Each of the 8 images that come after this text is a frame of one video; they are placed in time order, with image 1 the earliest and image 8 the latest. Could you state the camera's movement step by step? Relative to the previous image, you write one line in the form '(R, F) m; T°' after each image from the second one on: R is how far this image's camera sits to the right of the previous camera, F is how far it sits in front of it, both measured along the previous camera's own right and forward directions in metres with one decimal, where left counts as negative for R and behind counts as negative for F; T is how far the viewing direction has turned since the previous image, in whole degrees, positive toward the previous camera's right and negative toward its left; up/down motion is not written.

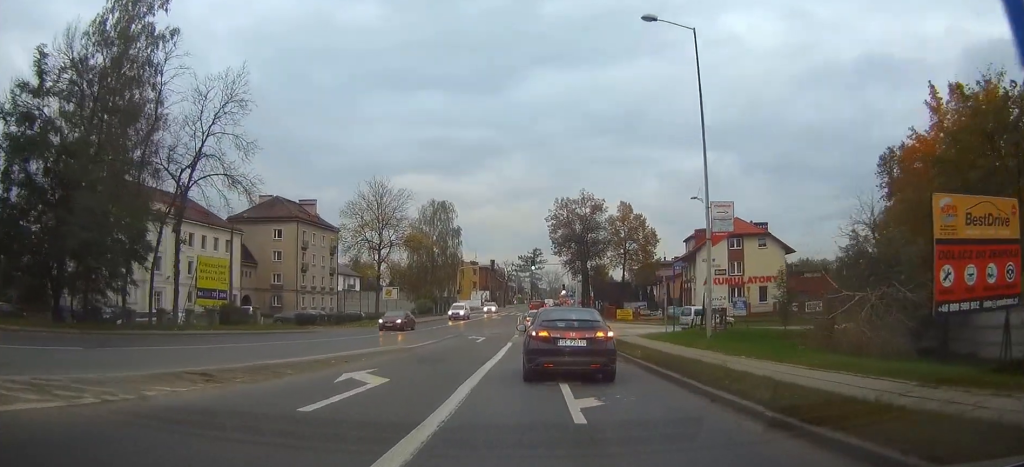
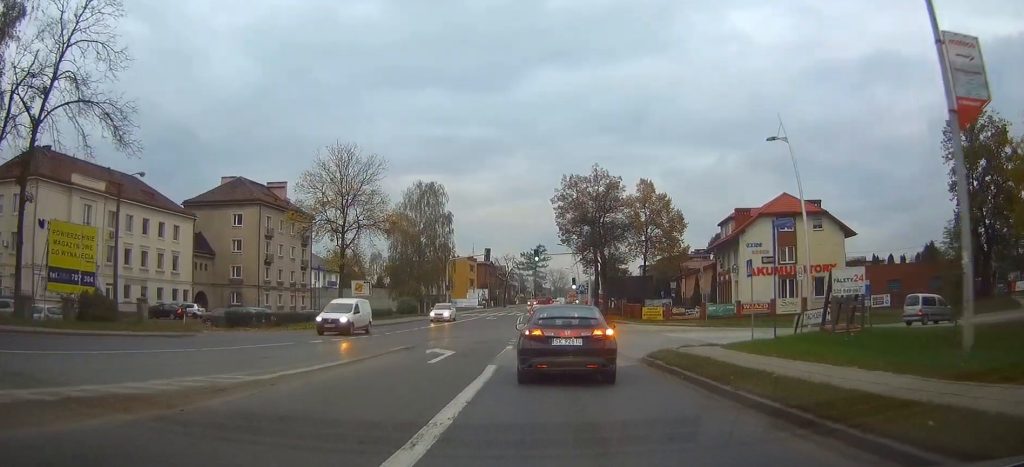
(-0.2, +15.2) m; 0°
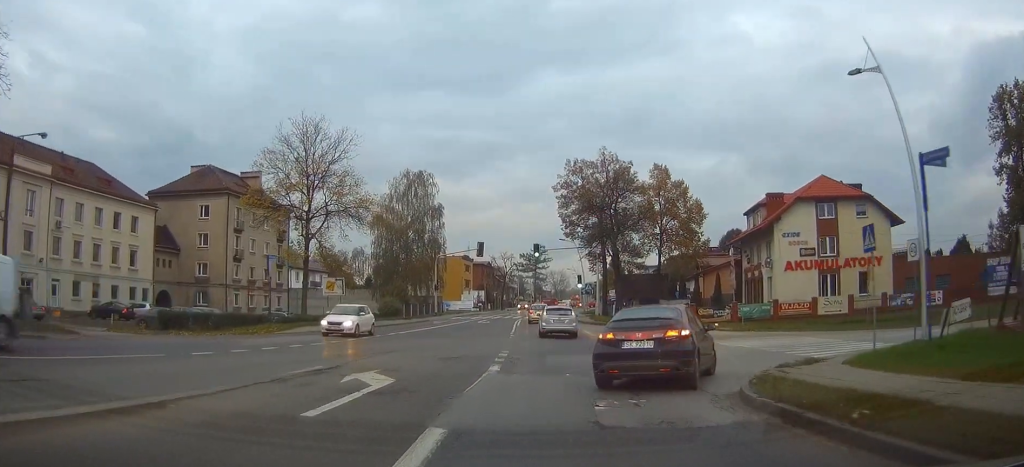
(+0.1, +9.4) m; 0°
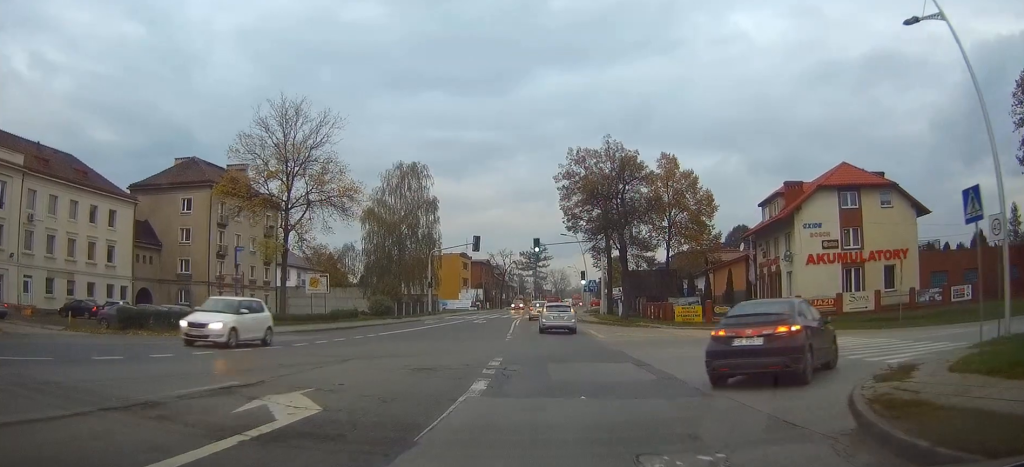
(0.0, +4.4) m; 0°
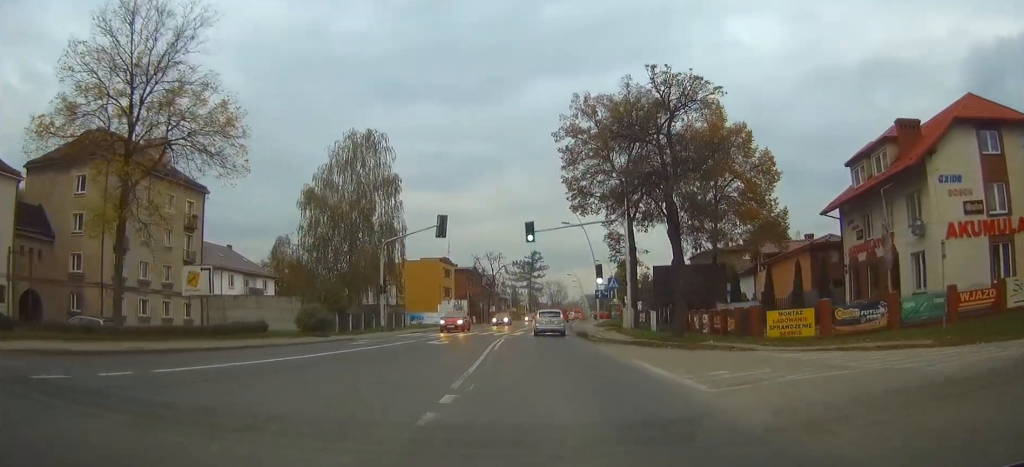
(-0.2, +19.1) m; -2°
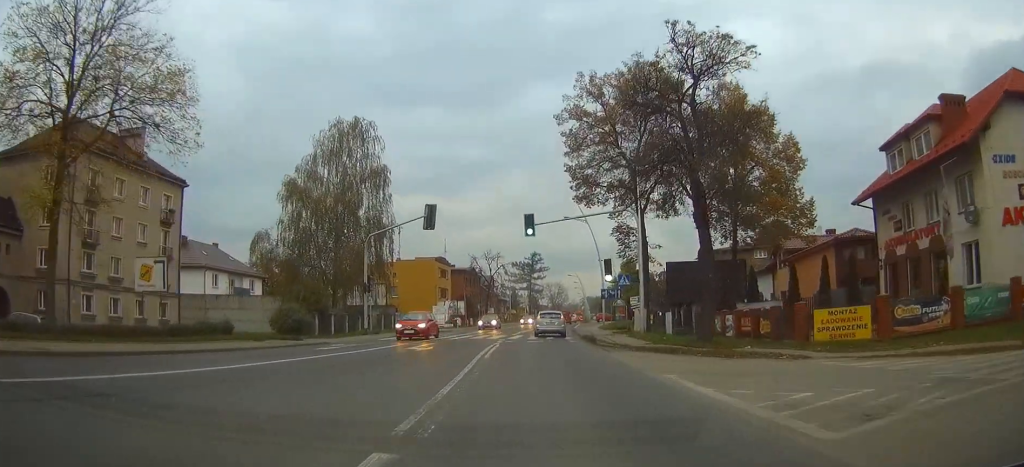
(0.0, +4.2) m; -1°
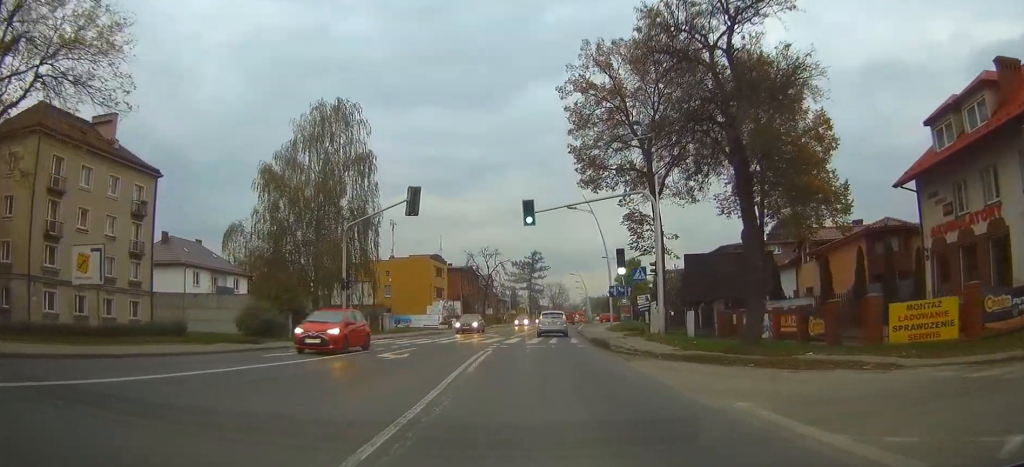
(-0.1, +4.8) m; 0°
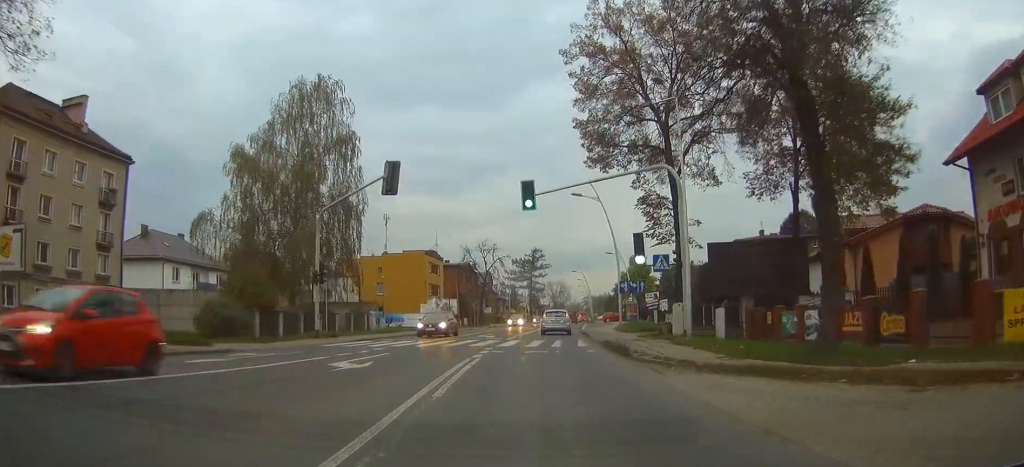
(0.0, +4.8) m; 0°
